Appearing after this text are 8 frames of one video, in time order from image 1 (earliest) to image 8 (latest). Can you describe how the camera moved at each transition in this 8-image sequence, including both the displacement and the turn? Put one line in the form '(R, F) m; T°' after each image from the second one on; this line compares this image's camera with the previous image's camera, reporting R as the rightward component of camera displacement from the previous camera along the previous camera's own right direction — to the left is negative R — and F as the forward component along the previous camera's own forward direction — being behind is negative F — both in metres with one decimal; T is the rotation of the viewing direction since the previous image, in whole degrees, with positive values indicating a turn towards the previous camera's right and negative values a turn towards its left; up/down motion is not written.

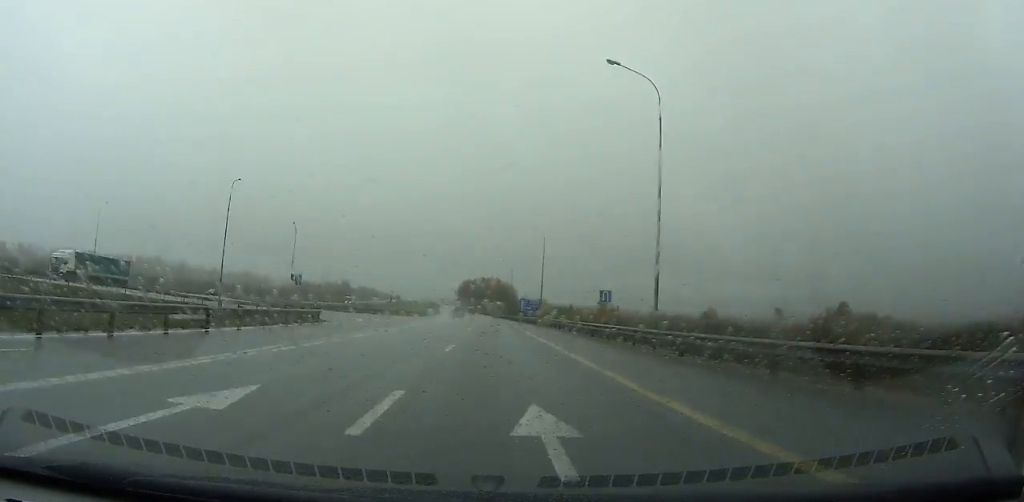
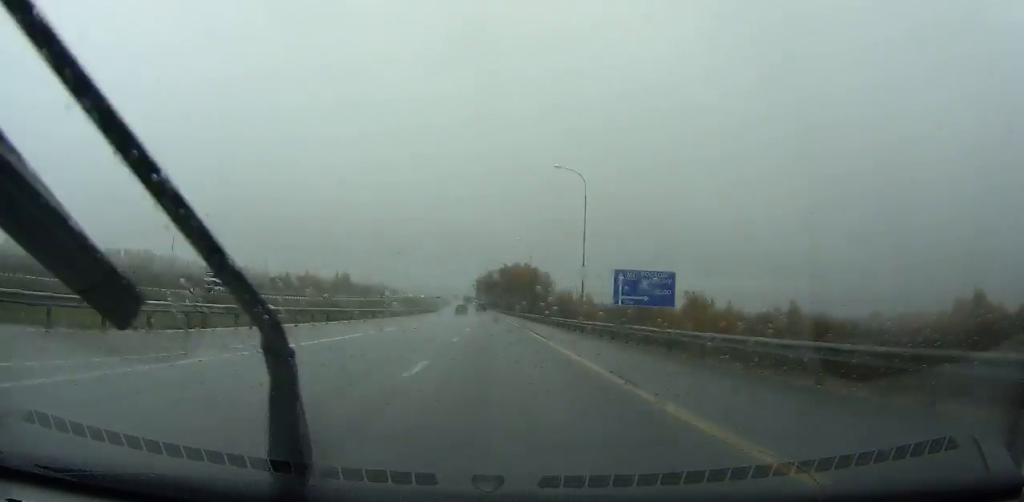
(-1.8, +77.6) m; -2°
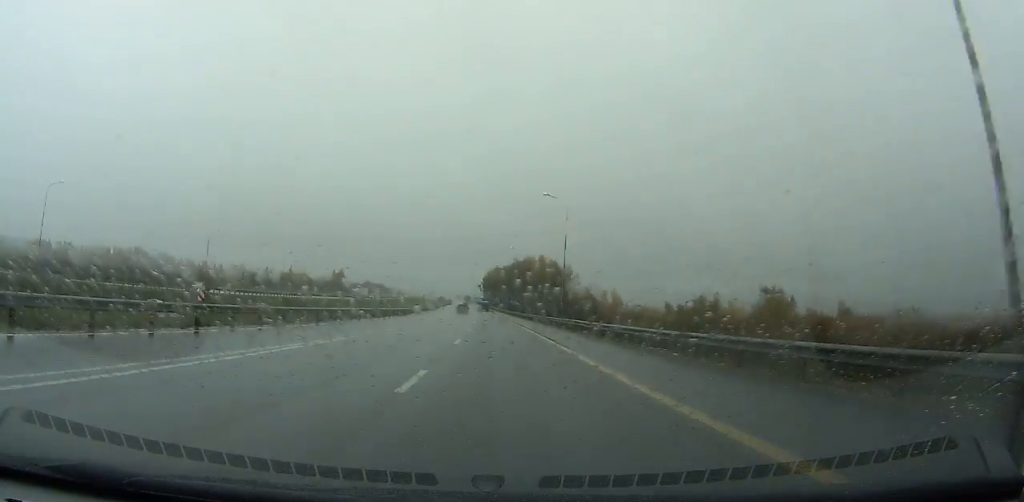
(-0.2, +38.1) m; -1°
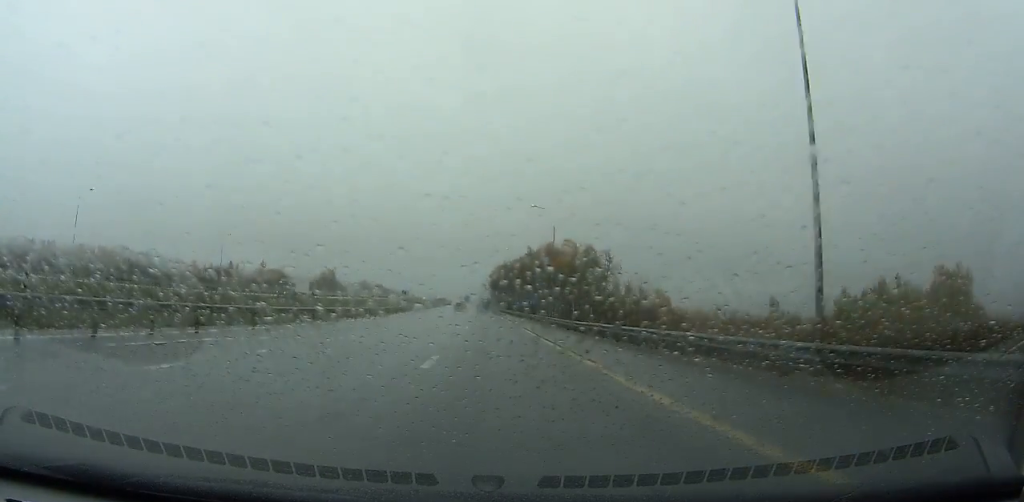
(-0.5, +43.0) m; -1°
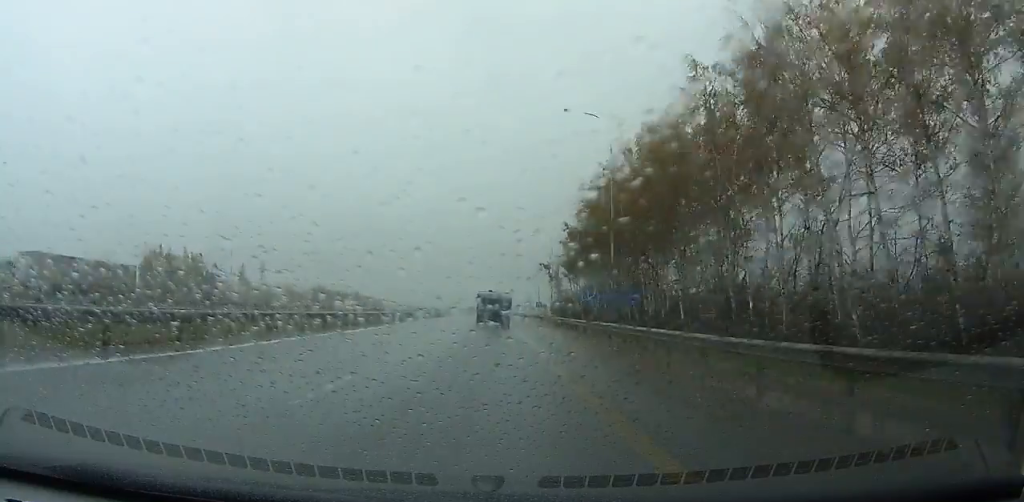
(-3.8, +209.8) m; -1°
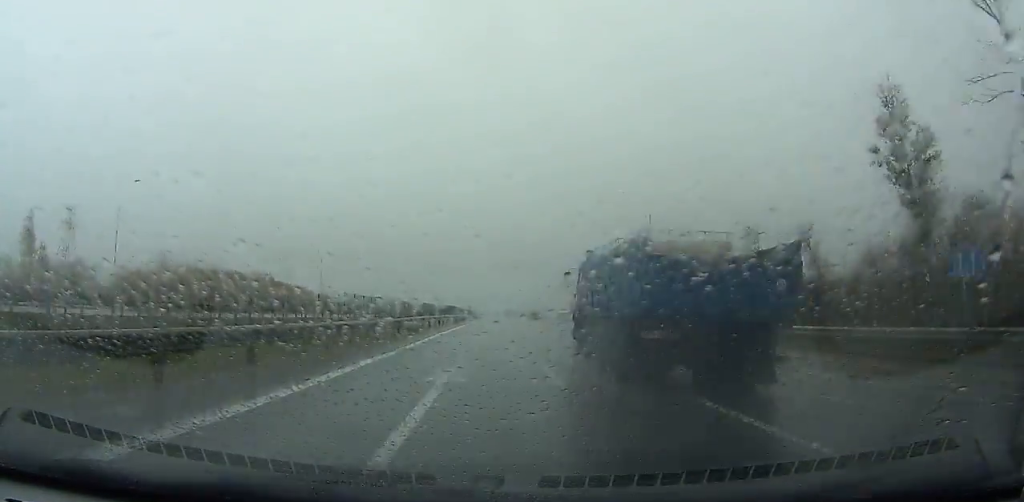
(-6.0, +127.0) m; -3°
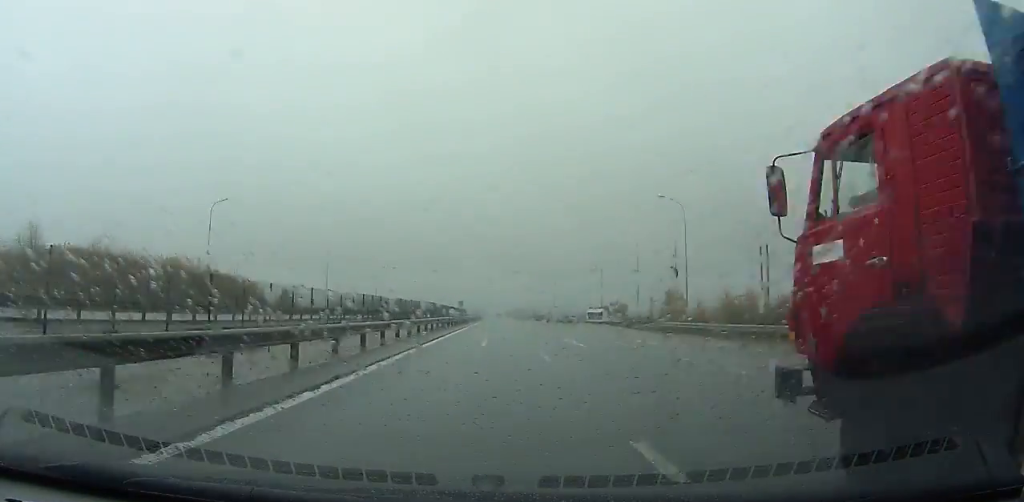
(+0.1, +43.3) m; 0°
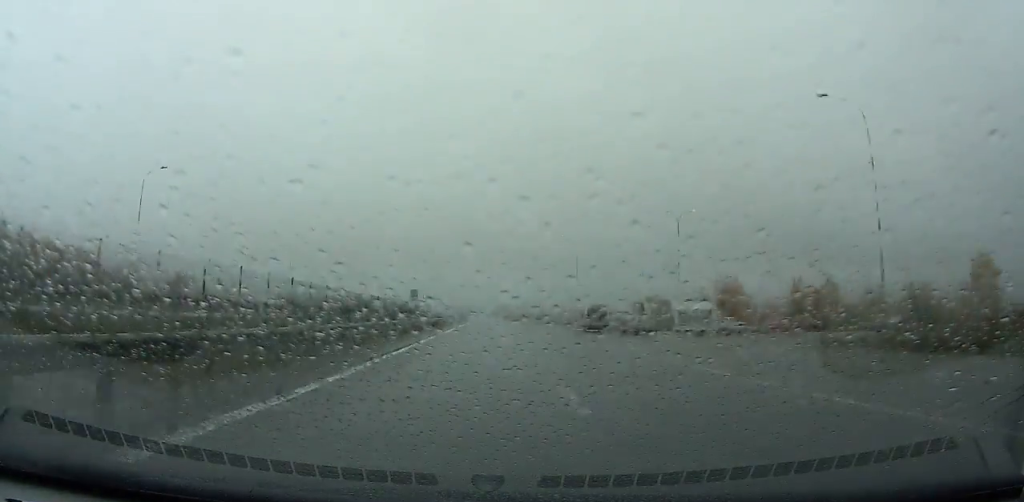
(+0.3, +56.3) m; +1°
